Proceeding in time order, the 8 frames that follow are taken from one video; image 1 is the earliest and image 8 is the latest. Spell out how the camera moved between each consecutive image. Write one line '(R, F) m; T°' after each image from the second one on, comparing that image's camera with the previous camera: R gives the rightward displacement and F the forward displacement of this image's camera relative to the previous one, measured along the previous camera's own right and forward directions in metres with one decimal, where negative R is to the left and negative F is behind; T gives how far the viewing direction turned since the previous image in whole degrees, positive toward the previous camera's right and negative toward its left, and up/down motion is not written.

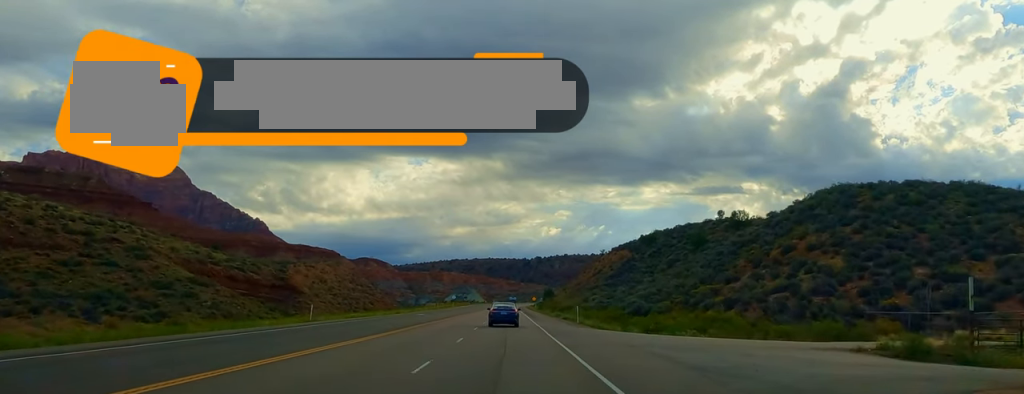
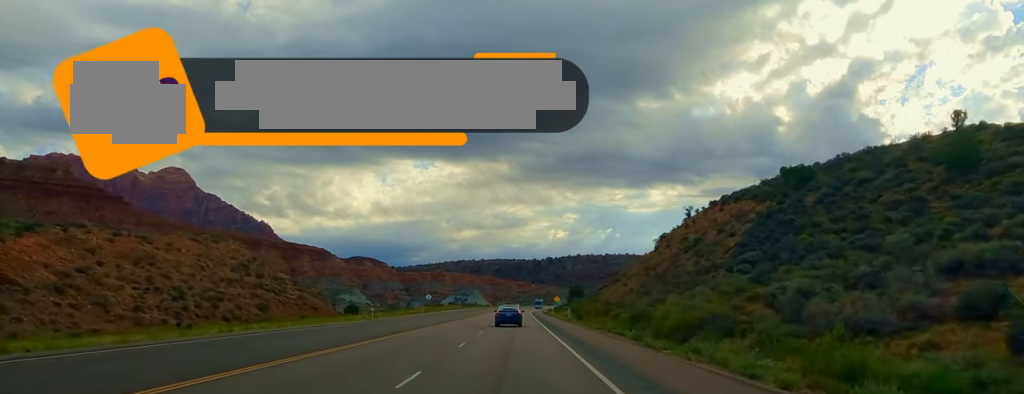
(+0.1, +87.5) m; 0°
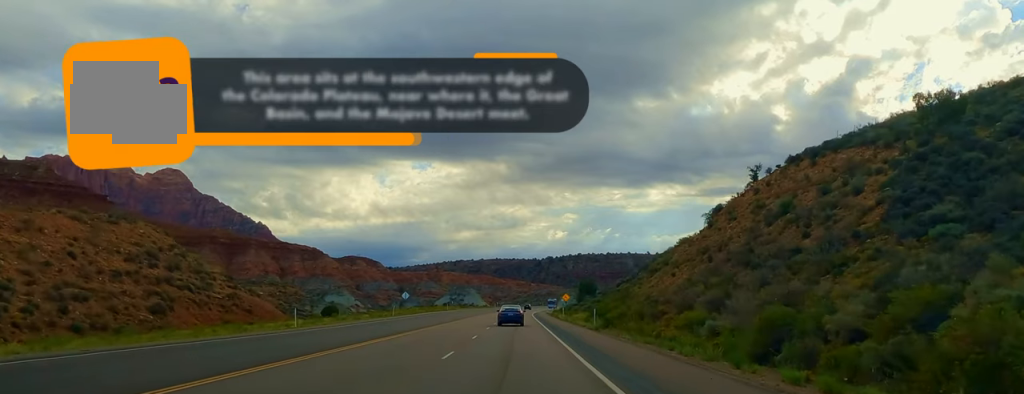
(-0.2, +29.5) m; 0°
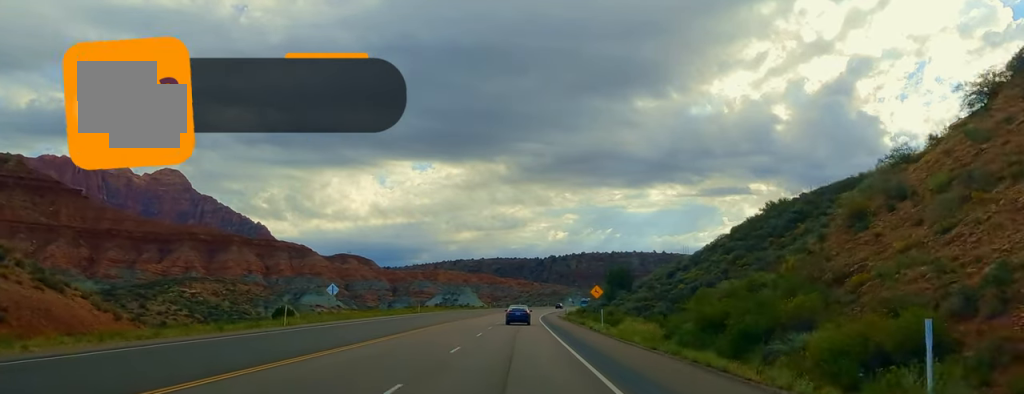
(-0.6, +46.0) m; 0°
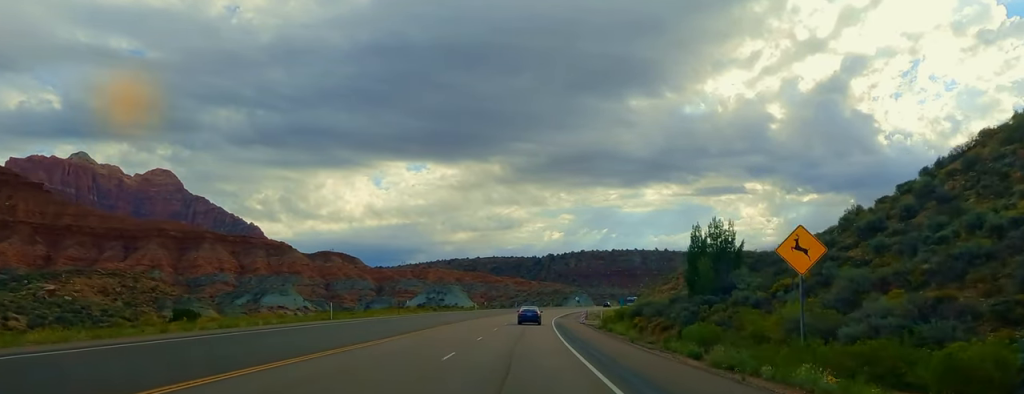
(+1.1, +51.3) m; +2°
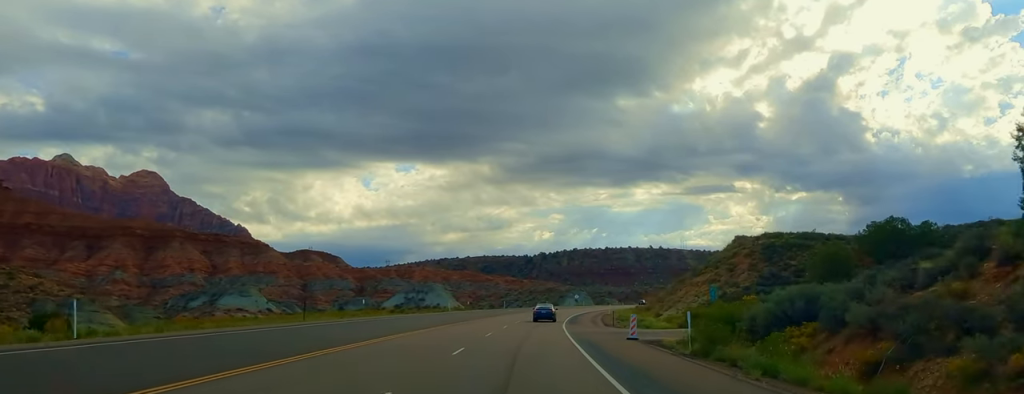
(-0.5, +34.9) m; +2°
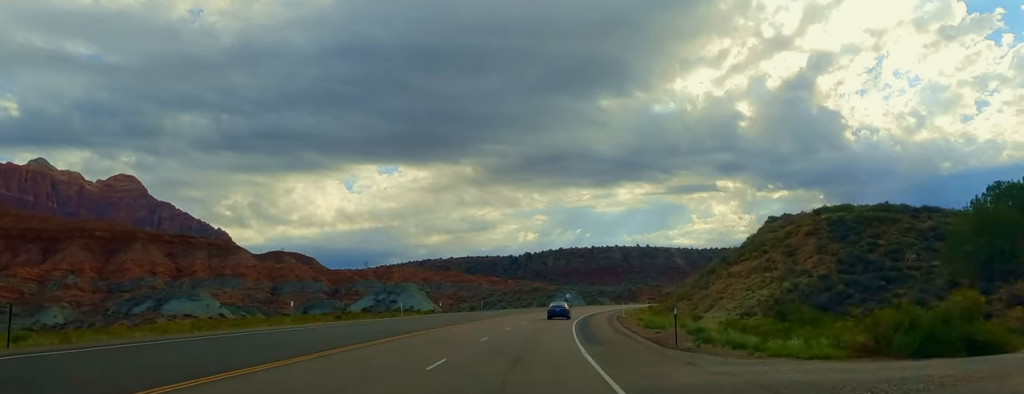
(+1.2, +28.8) m; +3°
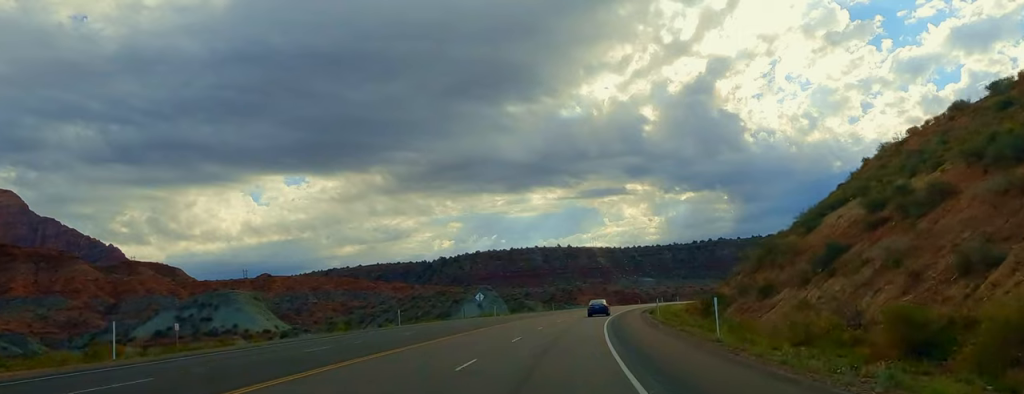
(+4.8, +82.6) m; +6°
